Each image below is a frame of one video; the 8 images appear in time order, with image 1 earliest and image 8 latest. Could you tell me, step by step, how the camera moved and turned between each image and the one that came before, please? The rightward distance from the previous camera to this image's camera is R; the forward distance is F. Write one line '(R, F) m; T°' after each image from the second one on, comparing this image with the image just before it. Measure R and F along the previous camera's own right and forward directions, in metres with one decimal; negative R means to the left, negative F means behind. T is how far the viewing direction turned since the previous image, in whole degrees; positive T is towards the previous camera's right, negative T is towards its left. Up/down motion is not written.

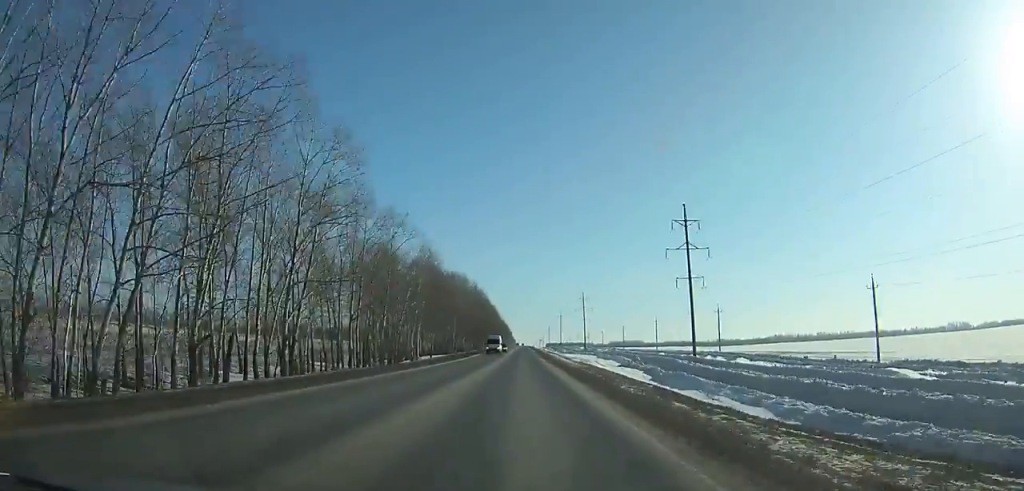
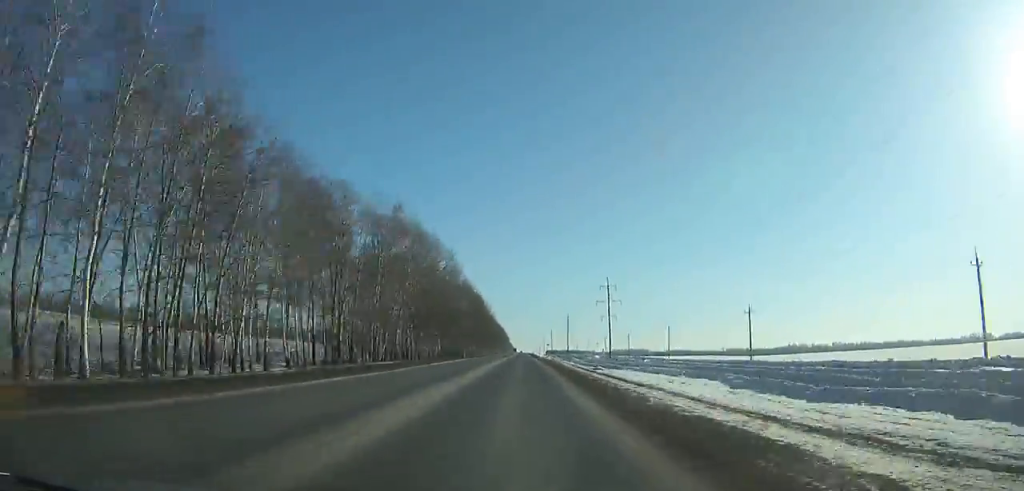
(0.0, +66.8) m; 0°
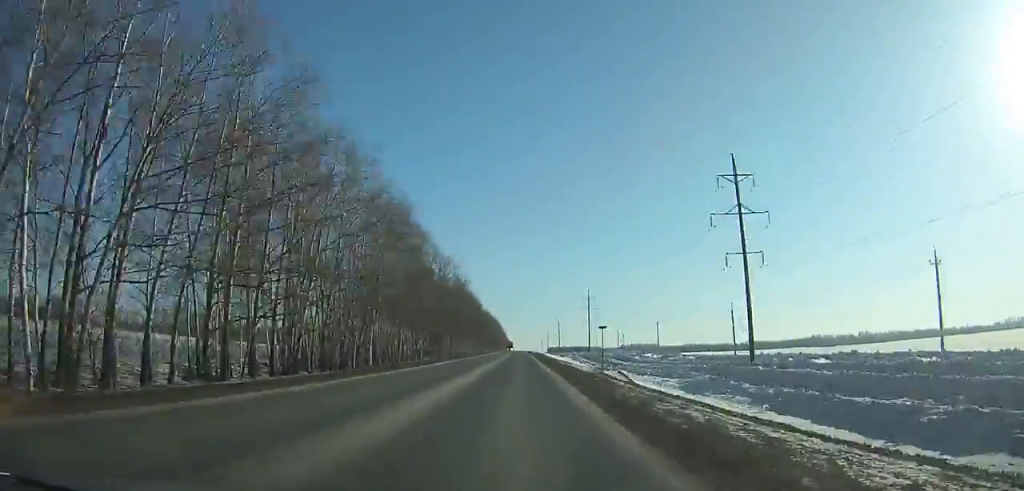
(+0.1, +96.1) m; 0°
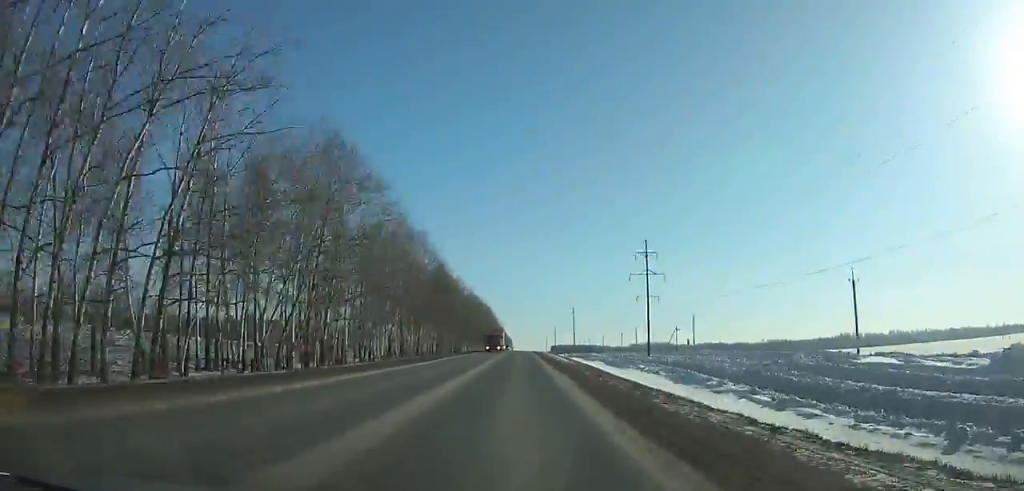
(-0.2, +90.0) m; 0°
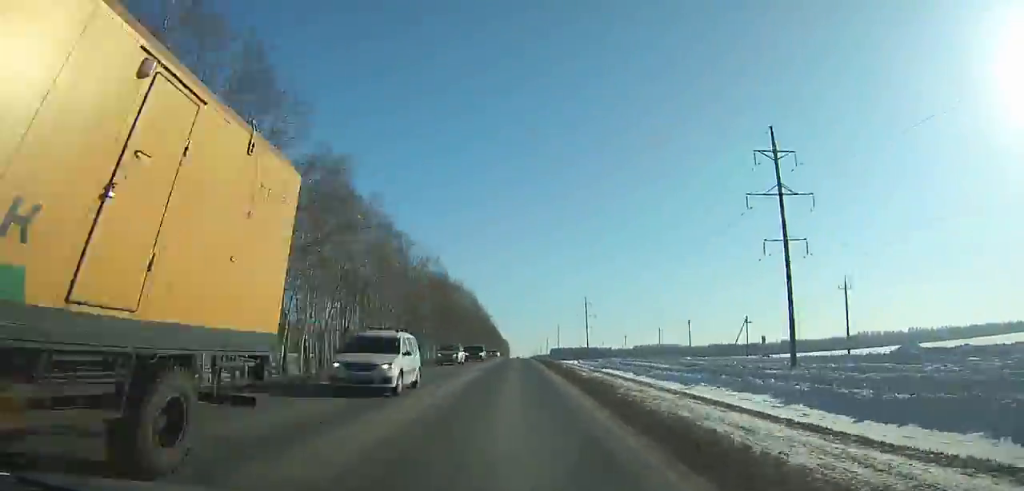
(0.0, +57.8) m; 0°
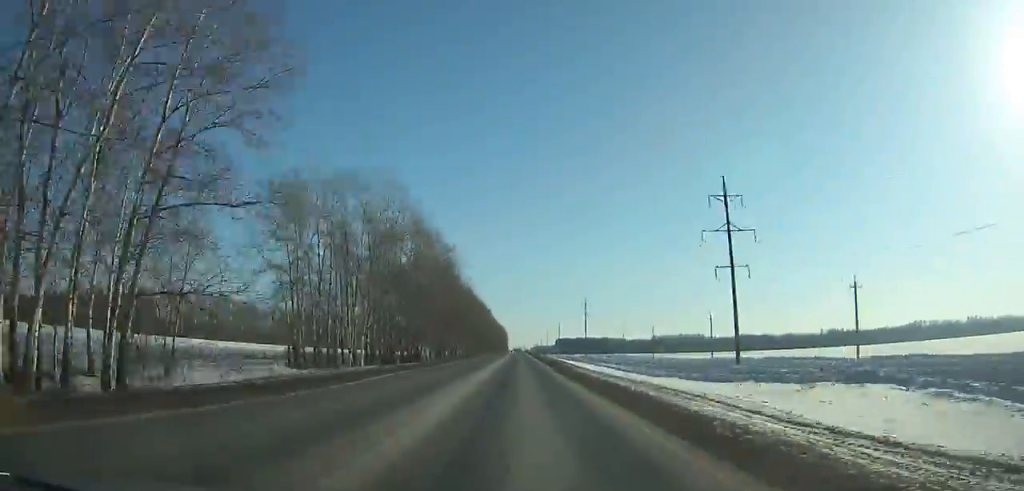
(+0.2, +133.2) m; 0°
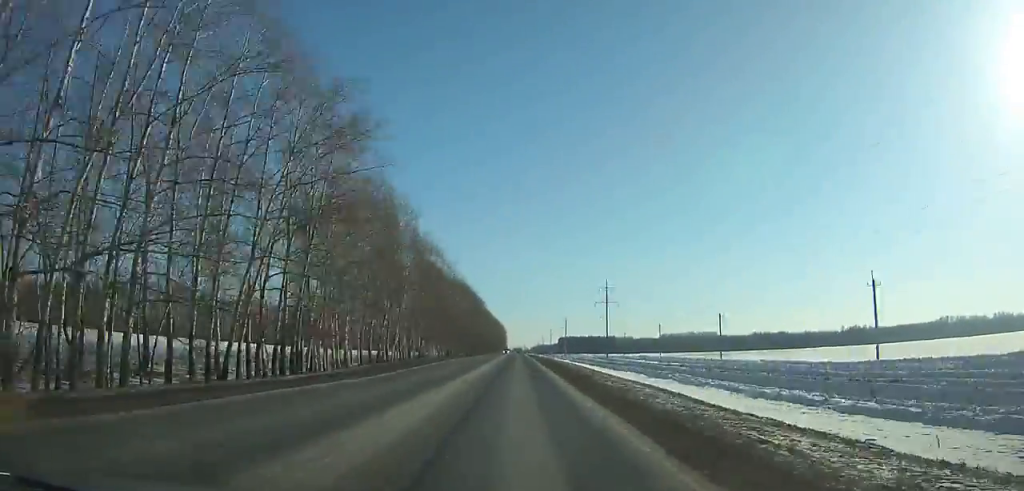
(0.0, +53.3) m; 0°
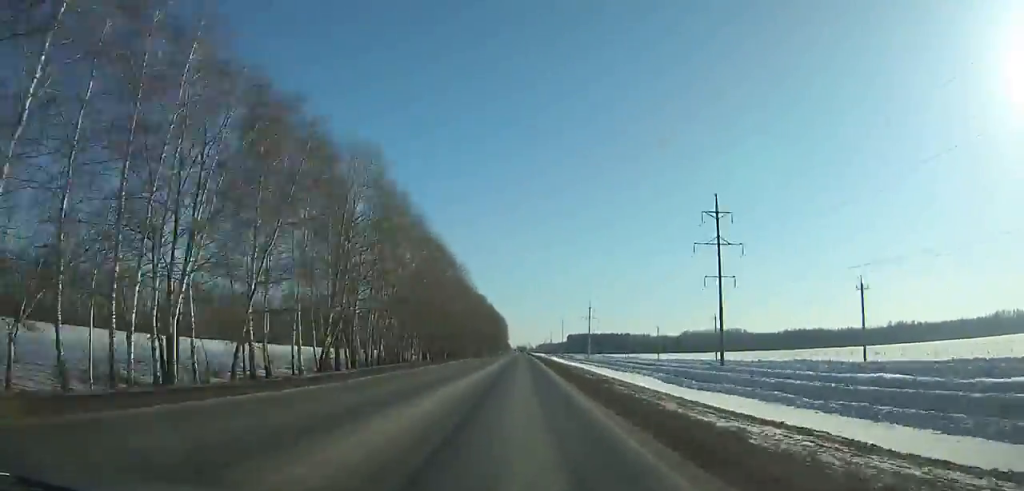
(-0.4, +89.5) m; 0°
